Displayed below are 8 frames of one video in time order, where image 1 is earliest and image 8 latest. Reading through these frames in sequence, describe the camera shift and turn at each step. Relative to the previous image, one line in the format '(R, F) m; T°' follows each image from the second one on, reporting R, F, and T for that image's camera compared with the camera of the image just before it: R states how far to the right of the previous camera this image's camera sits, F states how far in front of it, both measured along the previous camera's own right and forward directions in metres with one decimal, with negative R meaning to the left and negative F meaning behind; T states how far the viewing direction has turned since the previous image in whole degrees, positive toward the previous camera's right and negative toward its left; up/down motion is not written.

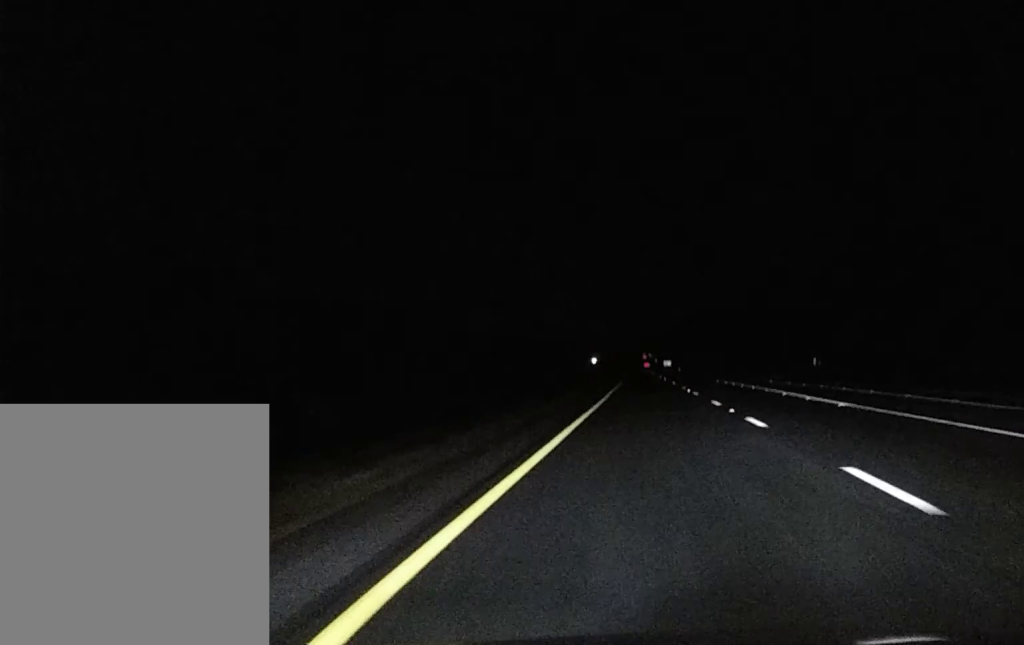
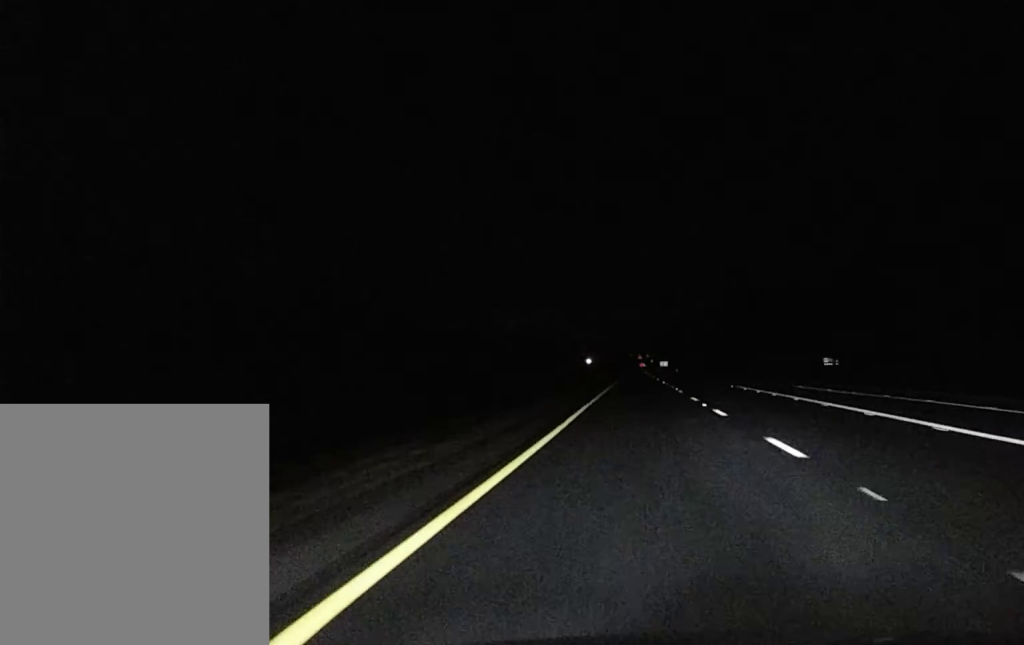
(0.0, +21.5) m; 0°
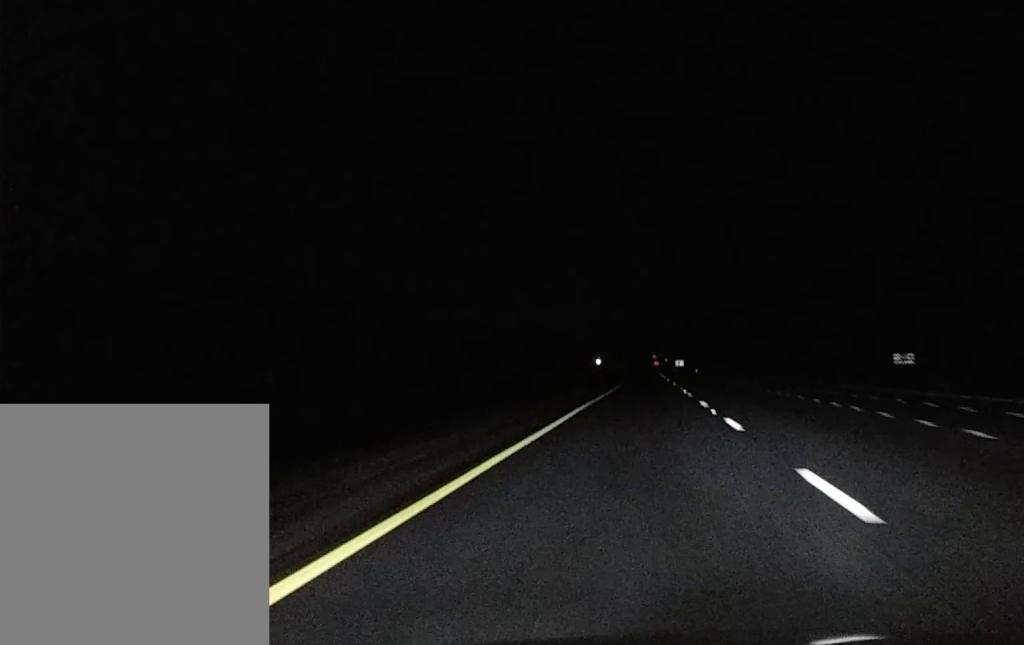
(-0.3, +55.3) m; 0°
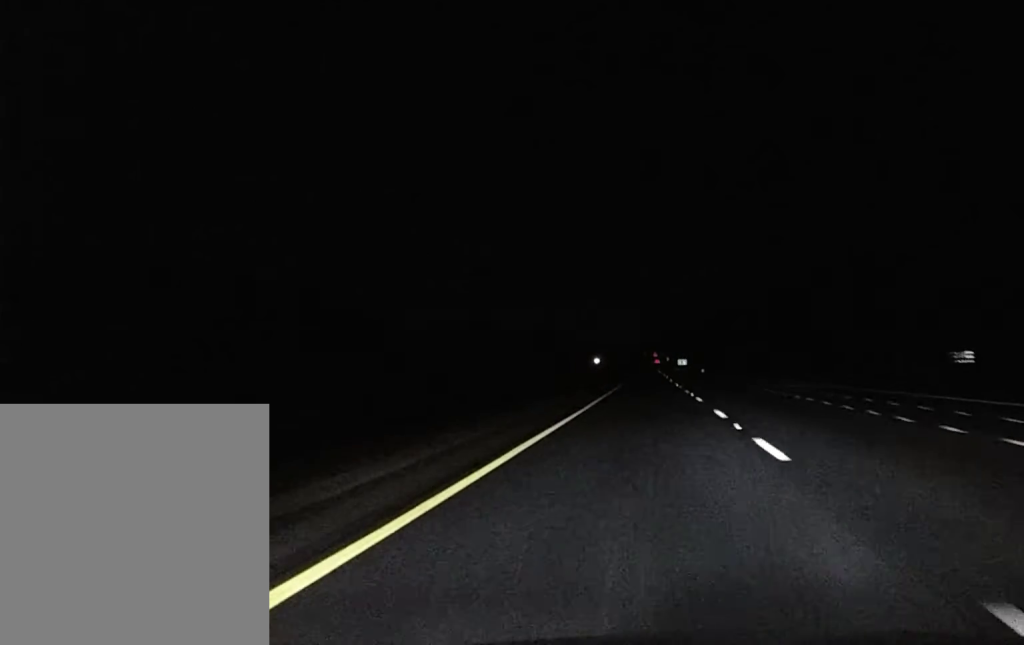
(0.0, +24.0) m; 0°
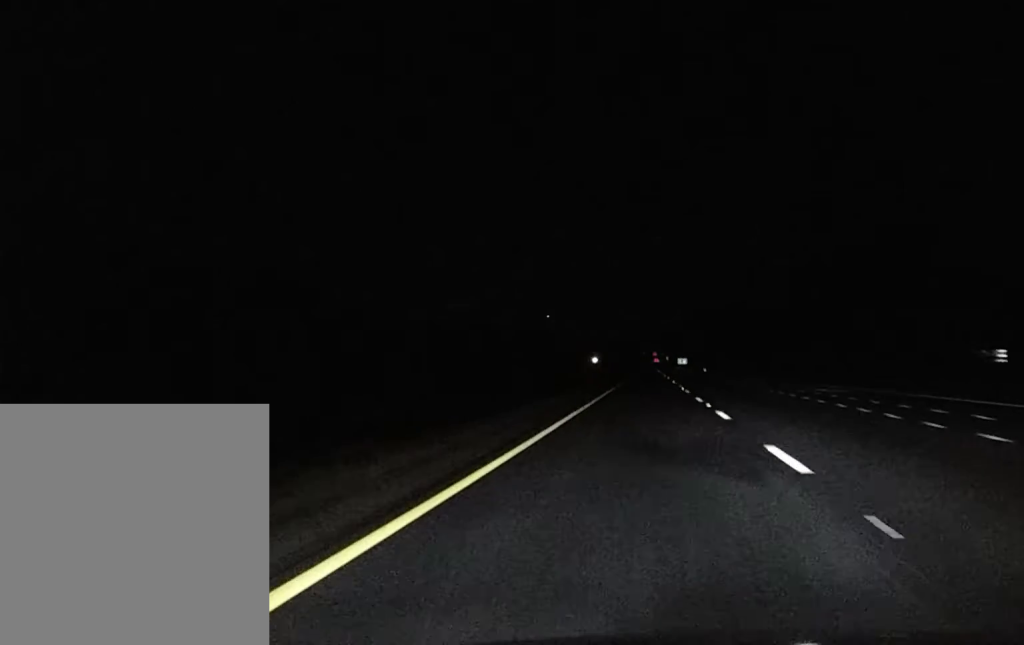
(0.0, +13.1) m; 0°
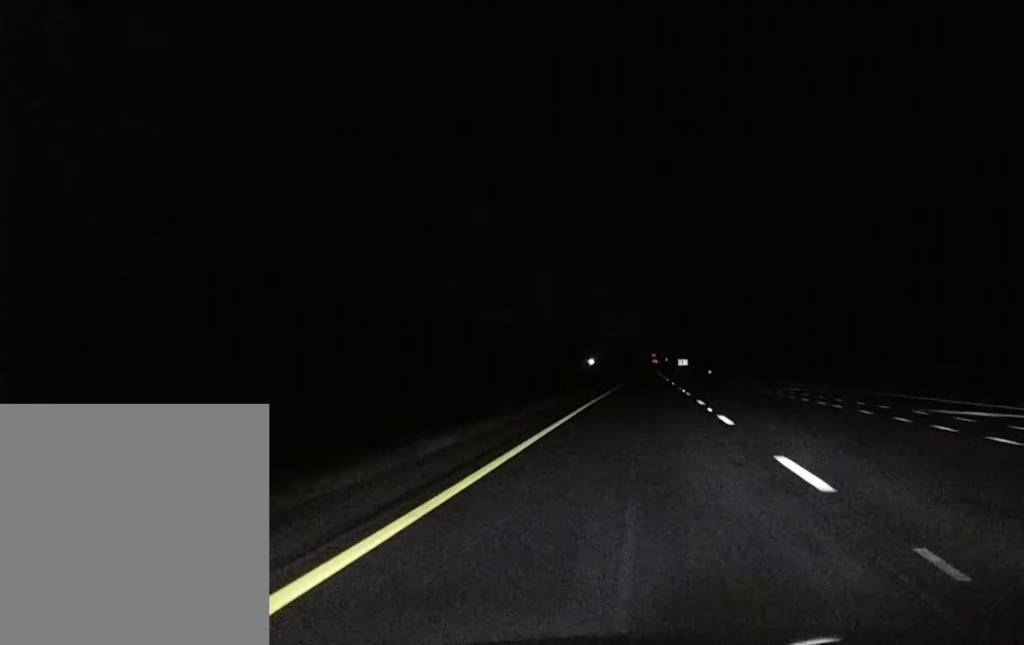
(+0.1, +23.2) m; 0°
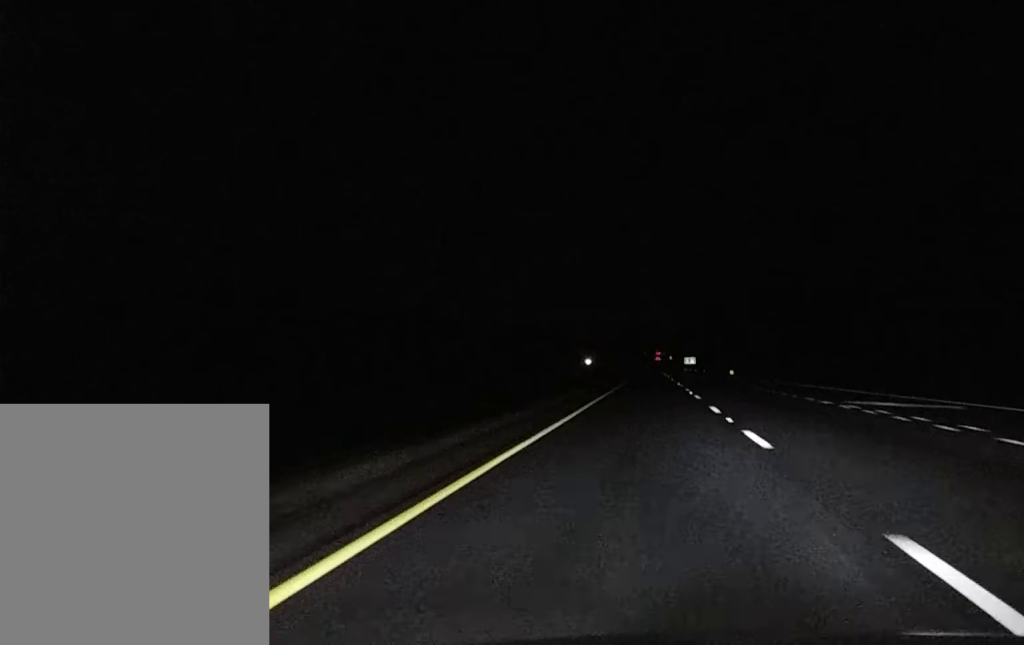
(-0.2, +61.0) m; 0°
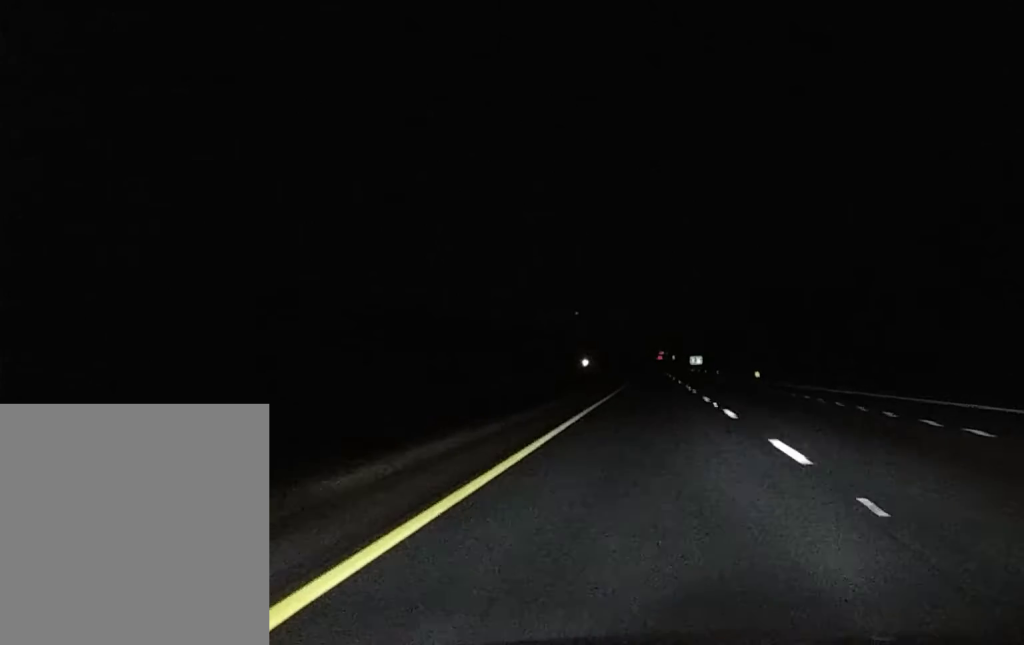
(-0.1, +41.8) m; 0°
